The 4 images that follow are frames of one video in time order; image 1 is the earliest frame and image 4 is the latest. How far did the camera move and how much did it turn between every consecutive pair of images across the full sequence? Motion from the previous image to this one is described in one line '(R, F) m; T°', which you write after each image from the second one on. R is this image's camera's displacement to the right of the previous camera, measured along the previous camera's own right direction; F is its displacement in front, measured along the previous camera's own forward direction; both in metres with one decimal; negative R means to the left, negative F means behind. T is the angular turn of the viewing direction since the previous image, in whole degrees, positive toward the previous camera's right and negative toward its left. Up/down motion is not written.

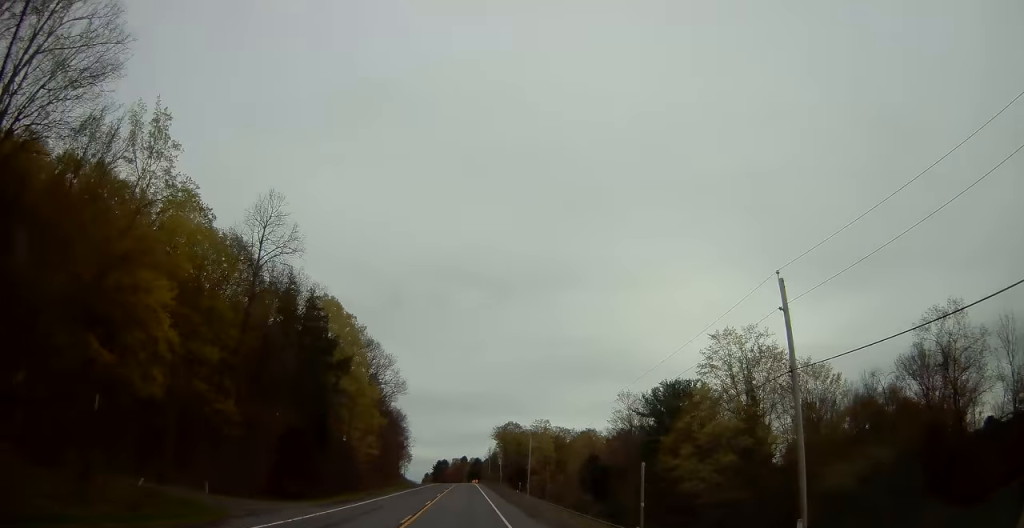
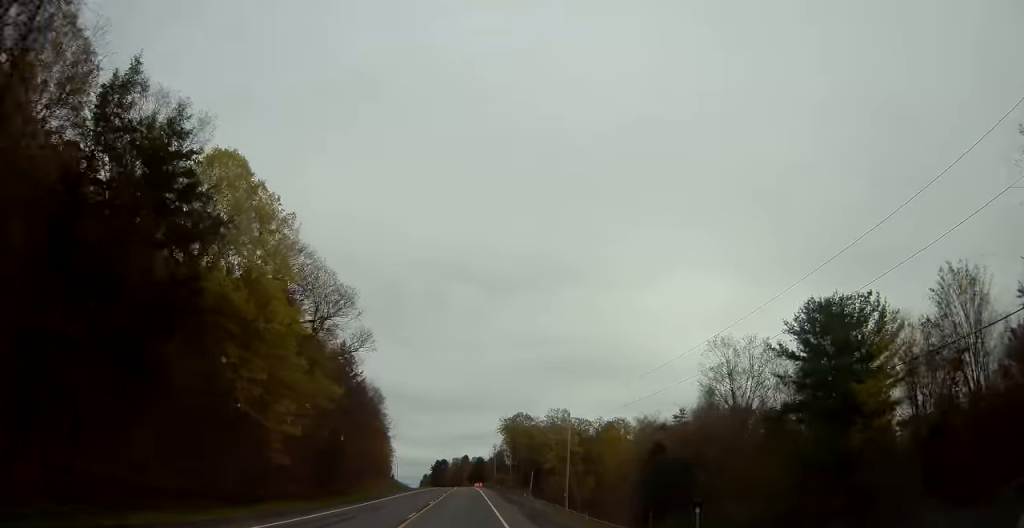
(+0.3, +34.3) m; 0°
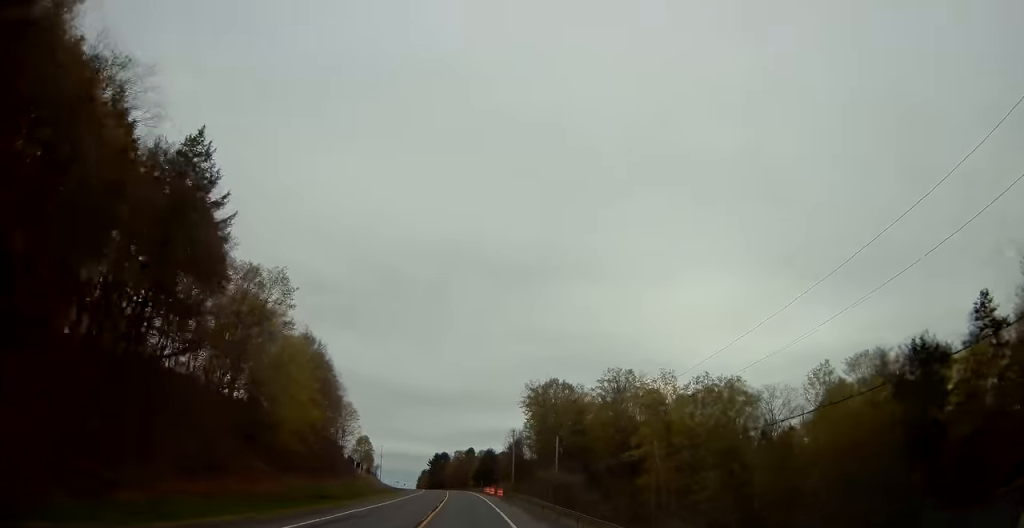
(-0.4, +60.0) m; -1°
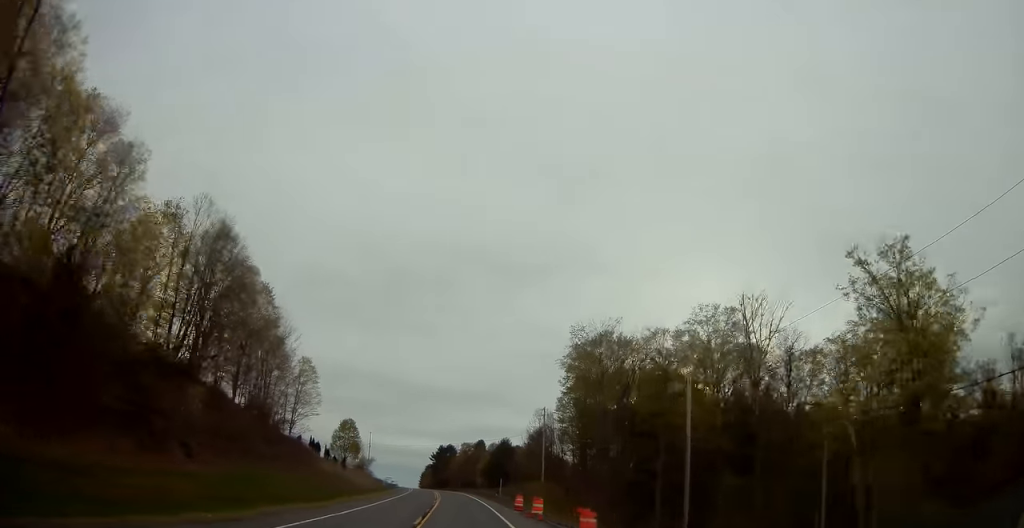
(-0.3, +37.8) m; -1°
